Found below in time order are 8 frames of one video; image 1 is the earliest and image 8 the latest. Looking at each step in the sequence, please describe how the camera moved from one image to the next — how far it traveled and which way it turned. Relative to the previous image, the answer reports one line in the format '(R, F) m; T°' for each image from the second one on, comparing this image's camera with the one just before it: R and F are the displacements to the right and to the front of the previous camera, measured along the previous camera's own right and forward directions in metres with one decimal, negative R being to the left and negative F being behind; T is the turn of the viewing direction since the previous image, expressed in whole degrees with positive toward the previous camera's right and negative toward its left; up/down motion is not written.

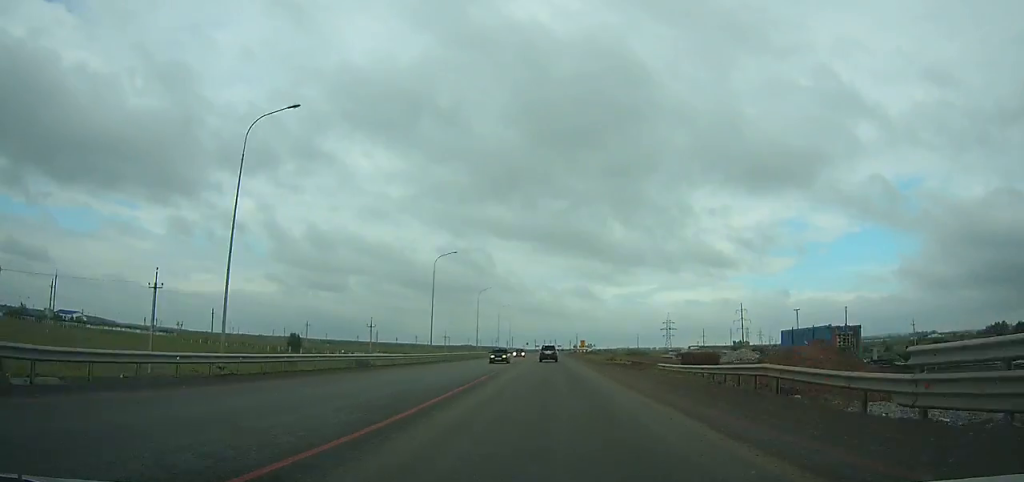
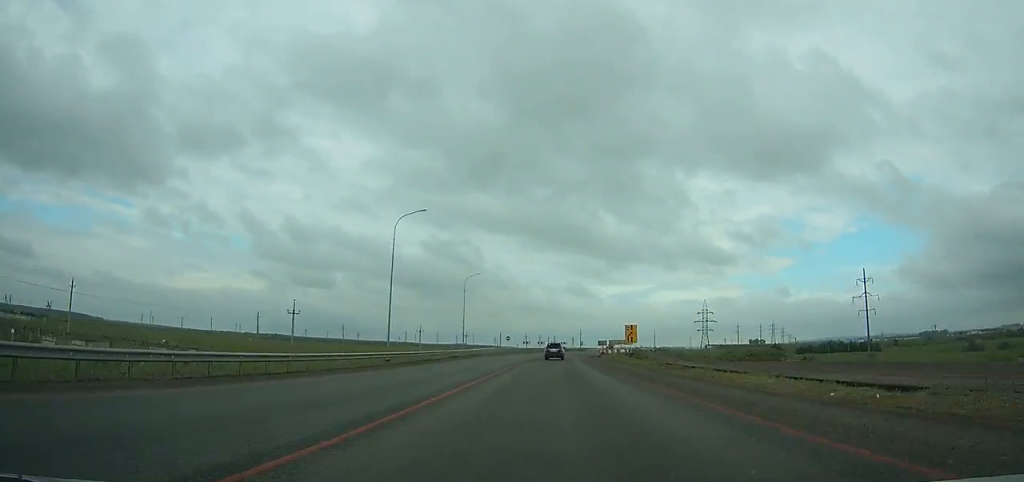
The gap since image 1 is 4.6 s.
(+0.5, +89.1) m; +1°
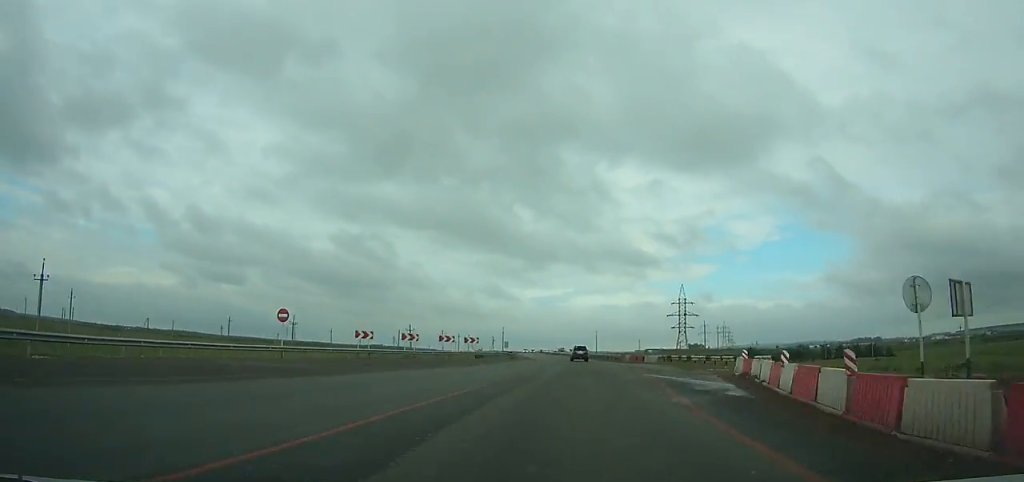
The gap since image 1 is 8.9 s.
(+3.9, +83.8) m; +5°
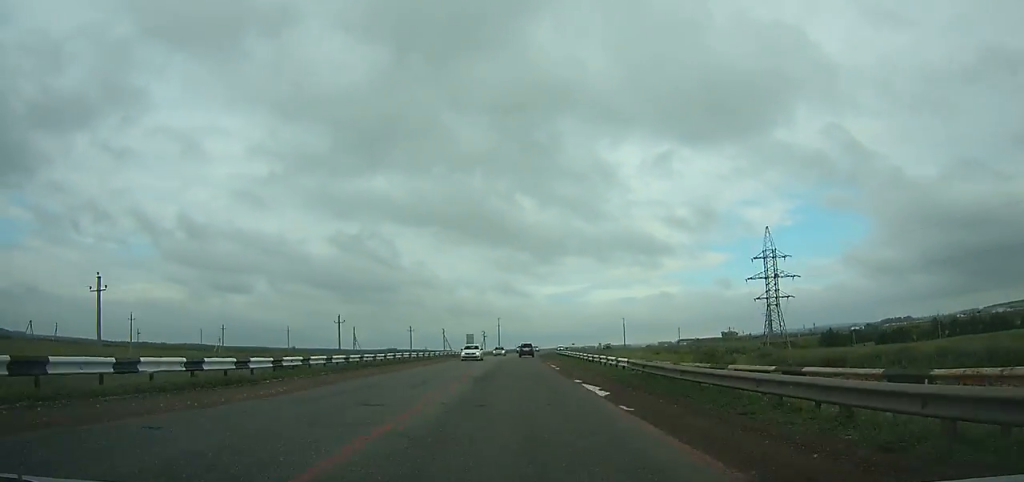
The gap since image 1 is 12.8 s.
(+2.6, +76.7) m; 0°
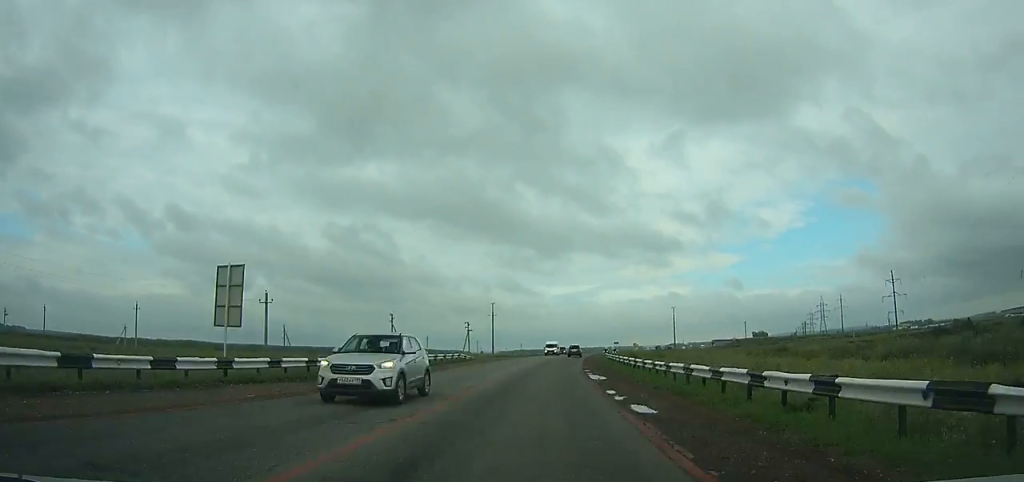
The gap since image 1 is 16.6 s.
(-3.1, +75.2) m; -1°
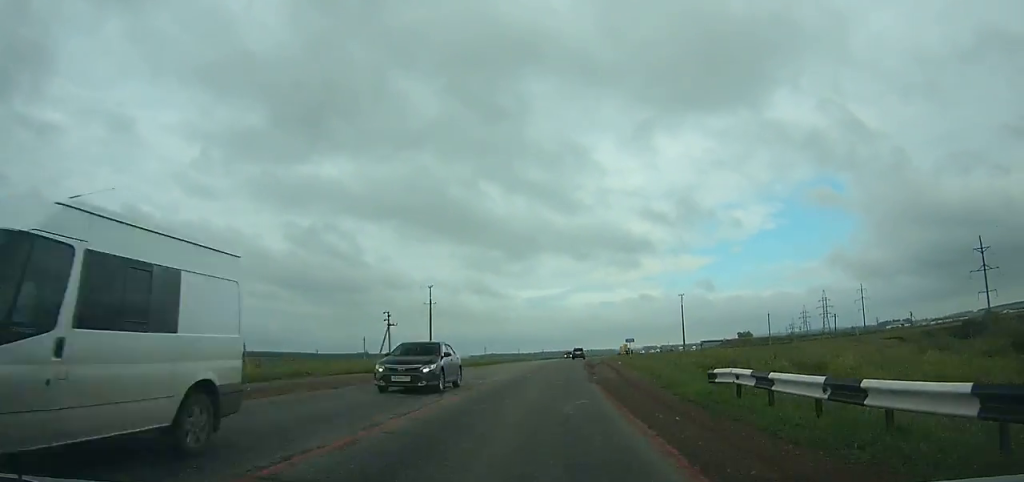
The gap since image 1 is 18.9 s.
(+0.9, +45.9) m; +3°
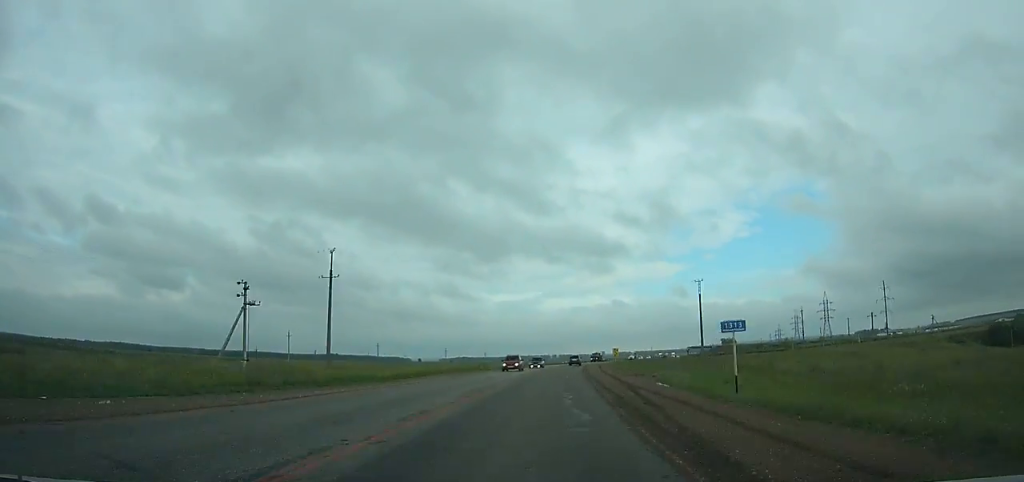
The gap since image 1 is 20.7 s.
(+1.1, +35.9) m; +2°
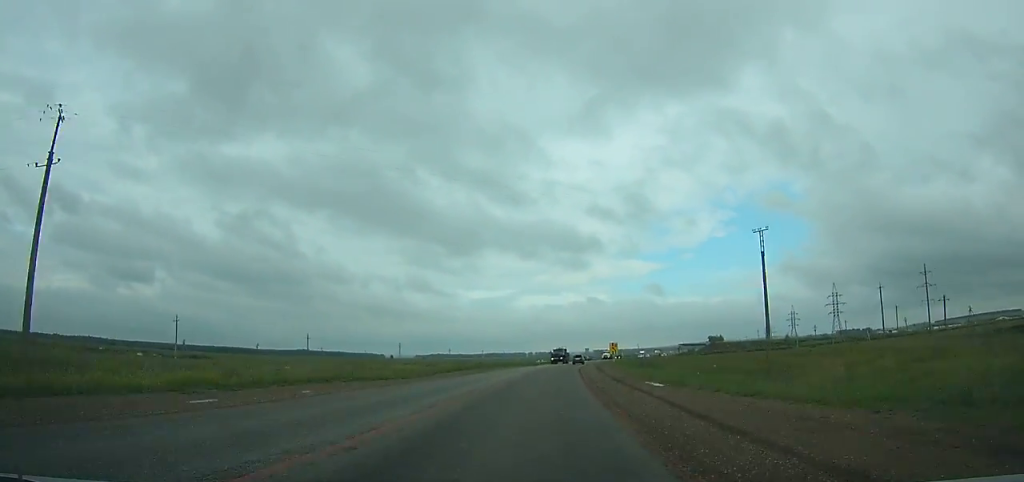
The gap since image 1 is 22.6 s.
(+0.7, +38.0) m; +3°
